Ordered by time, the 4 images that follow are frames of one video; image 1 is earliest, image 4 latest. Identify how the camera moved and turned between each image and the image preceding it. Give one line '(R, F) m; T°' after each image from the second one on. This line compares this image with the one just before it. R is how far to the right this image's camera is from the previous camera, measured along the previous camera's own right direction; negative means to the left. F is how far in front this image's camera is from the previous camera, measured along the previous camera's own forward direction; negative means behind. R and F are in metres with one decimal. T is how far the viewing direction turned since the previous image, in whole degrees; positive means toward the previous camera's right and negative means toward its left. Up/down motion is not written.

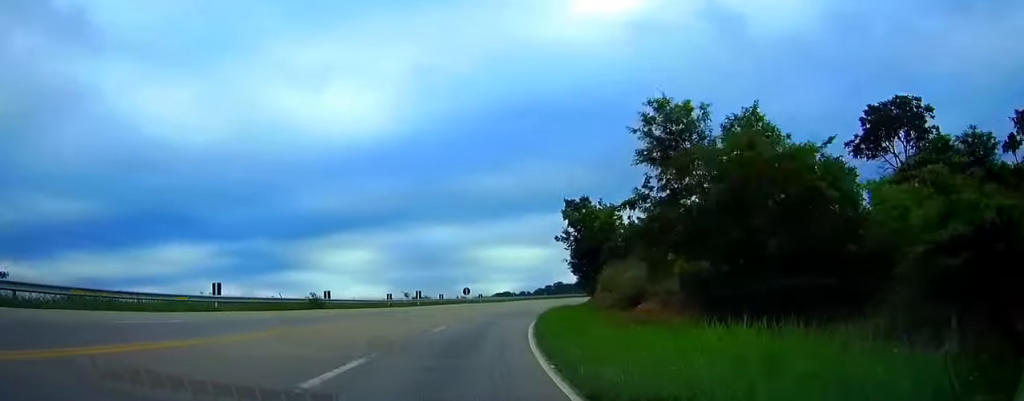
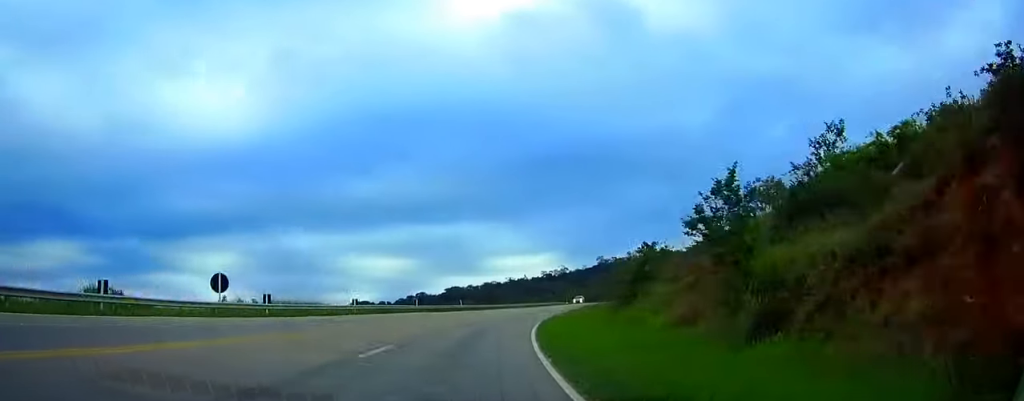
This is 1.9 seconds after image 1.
(+5.8, +57.1) m; +12°
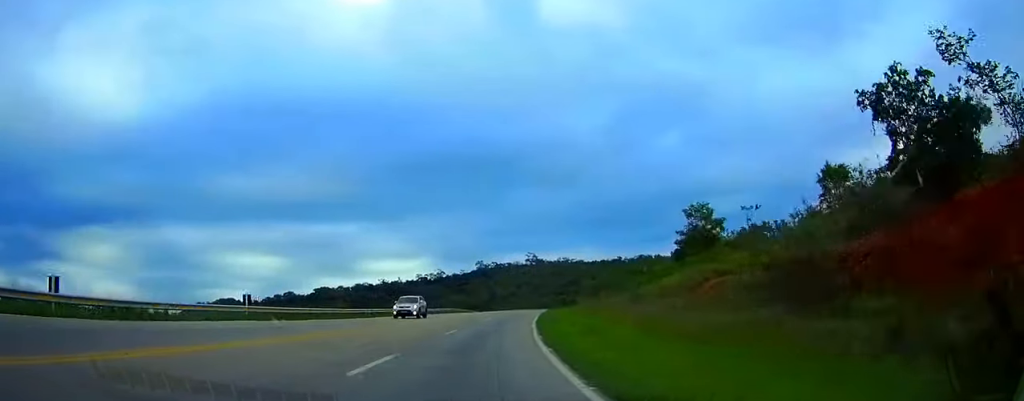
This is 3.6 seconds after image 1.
(+4.5, +51.2) m; +10°
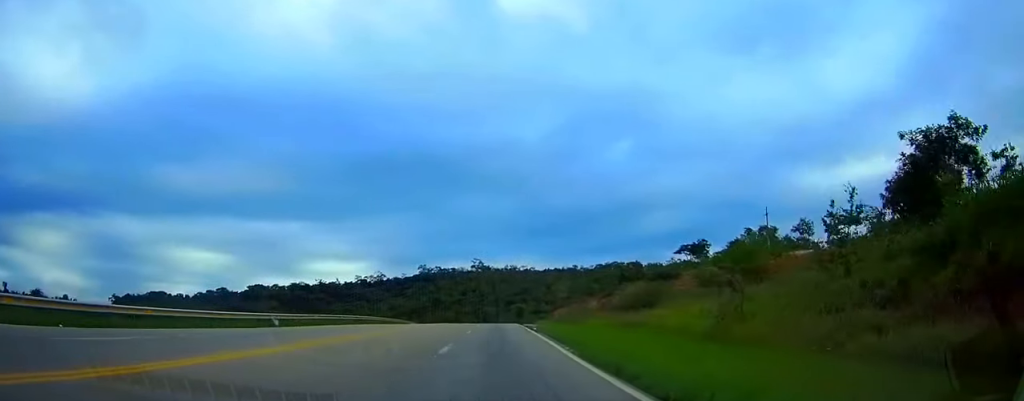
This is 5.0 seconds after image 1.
(+2.6, +41.7) m; +6°
